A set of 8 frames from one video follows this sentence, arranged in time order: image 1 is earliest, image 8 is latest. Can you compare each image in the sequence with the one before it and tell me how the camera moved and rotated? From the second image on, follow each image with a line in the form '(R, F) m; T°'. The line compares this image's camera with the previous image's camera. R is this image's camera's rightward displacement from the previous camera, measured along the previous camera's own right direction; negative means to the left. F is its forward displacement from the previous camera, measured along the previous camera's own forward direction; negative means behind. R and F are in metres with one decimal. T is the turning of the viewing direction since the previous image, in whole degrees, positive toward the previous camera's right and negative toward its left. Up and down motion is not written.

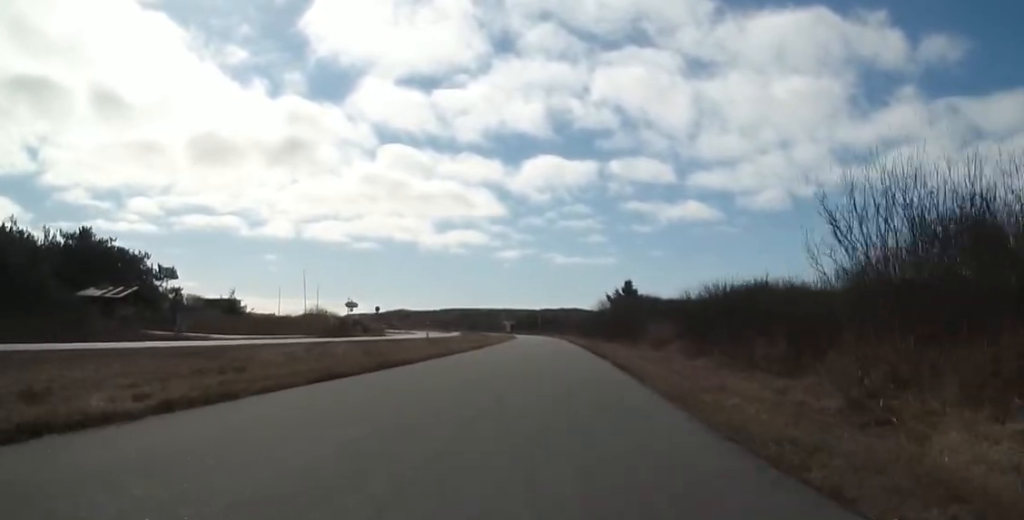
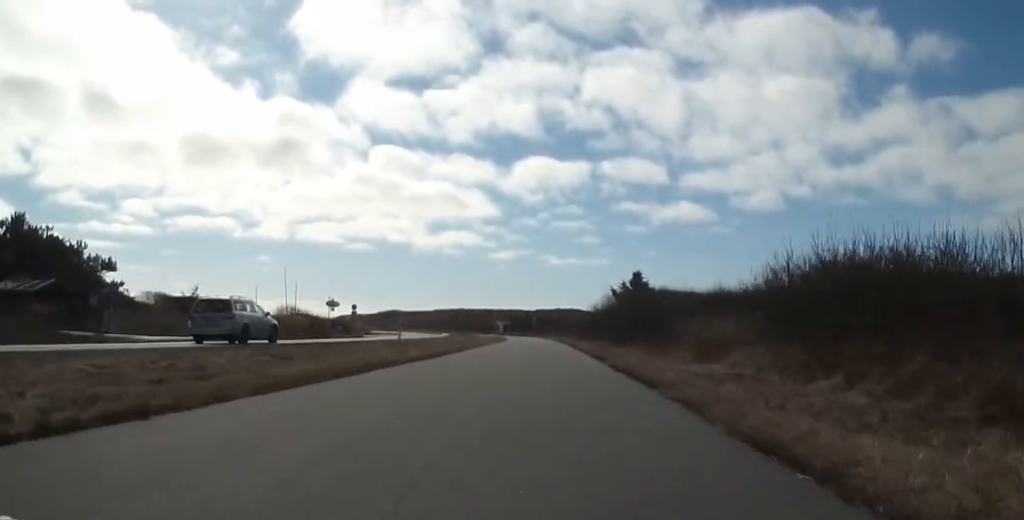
(0.0, +8.2) m; +1°
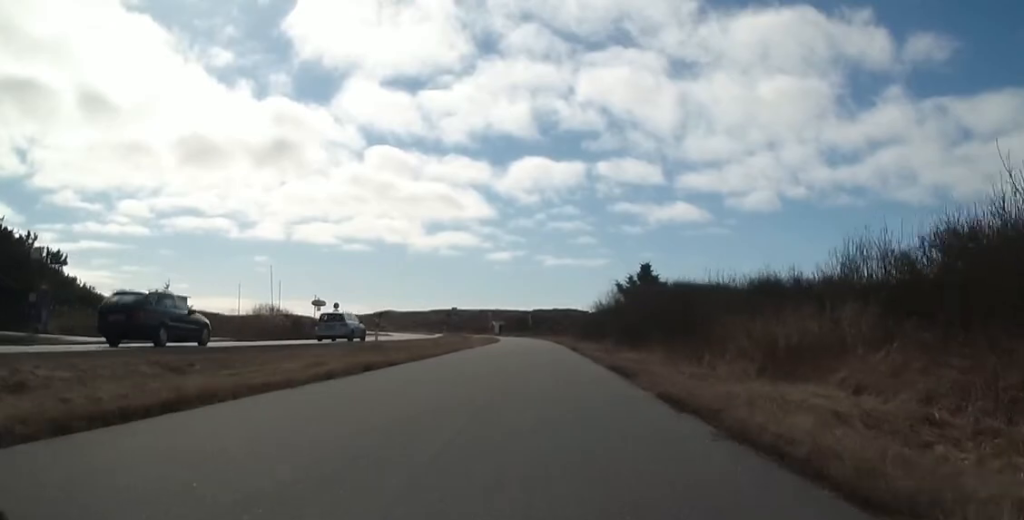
(0.0, +5.2) m; +1°
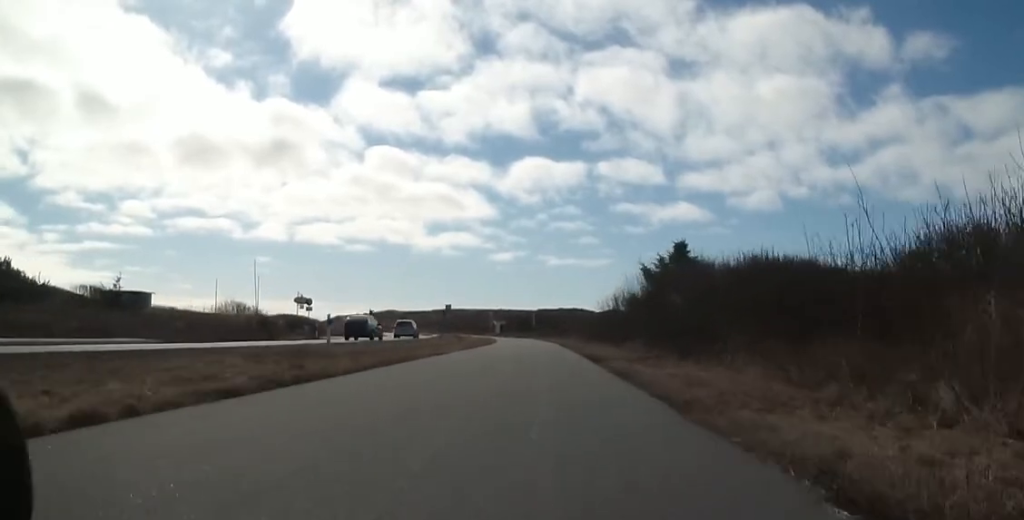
(-0.1, +9.1) m; -1°
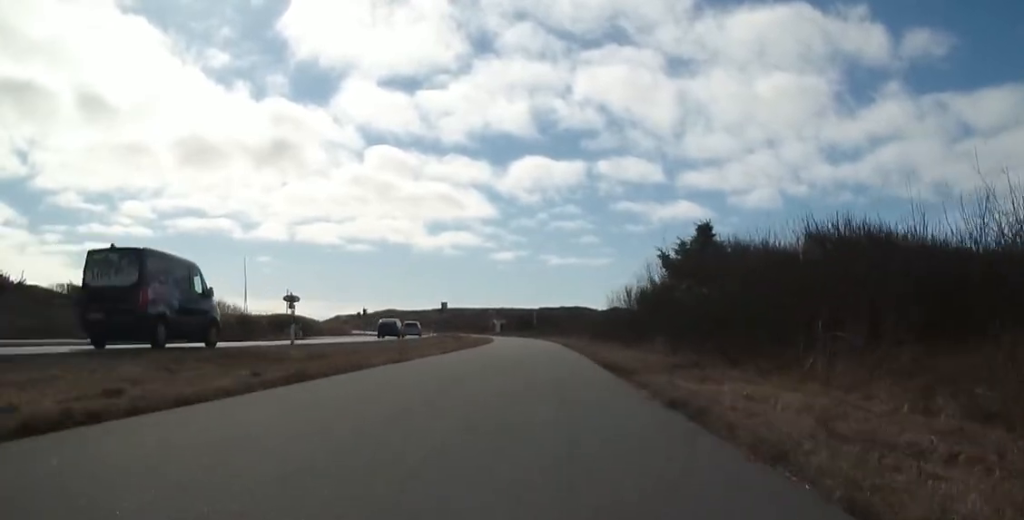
(0.0, +4.4) m; 0°
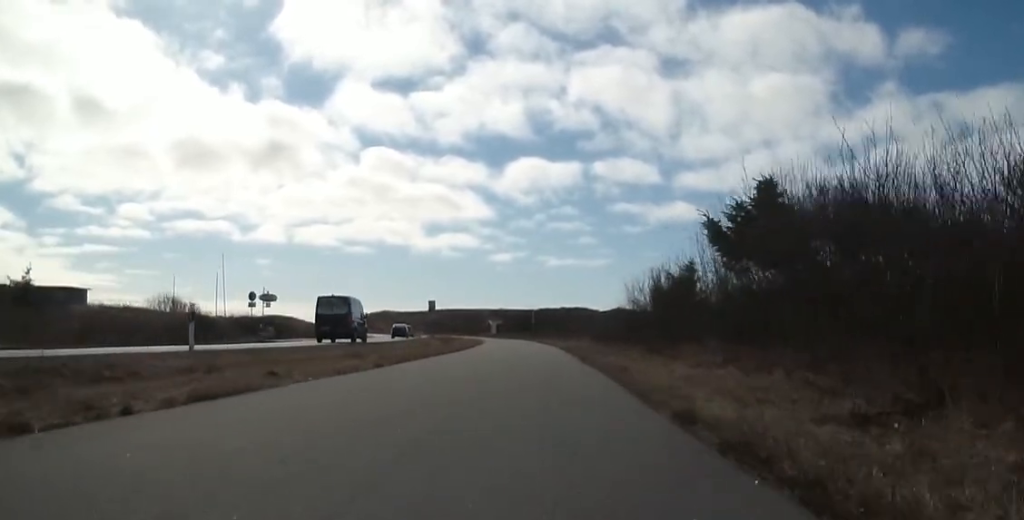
(+0.1, +7.8) m; -4°
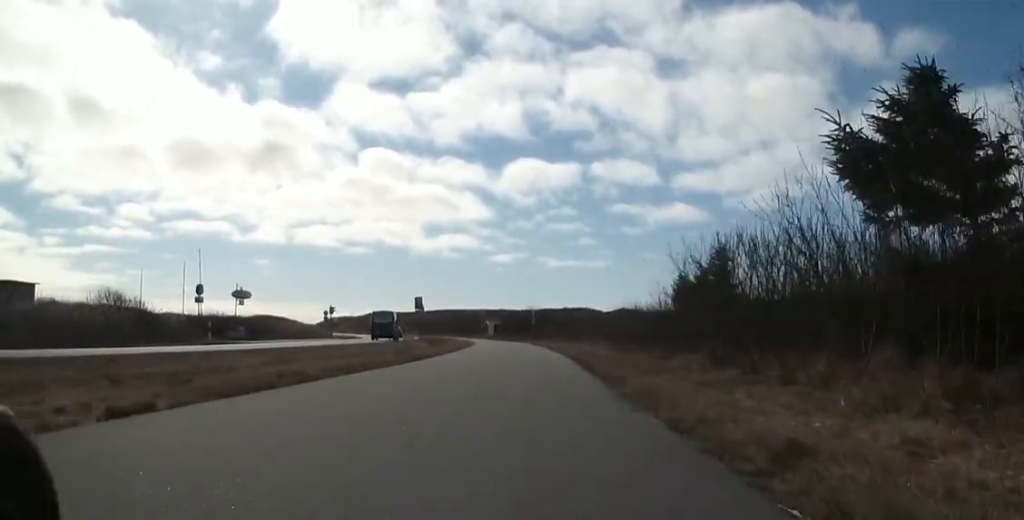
(-0.5, +8.2) m; -3°
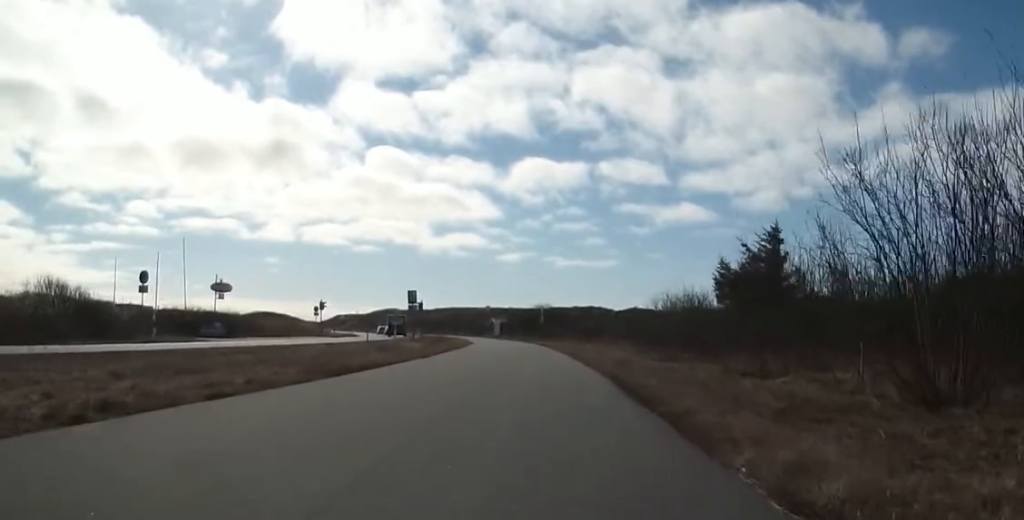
(0.0, +7.2) m; +5°
